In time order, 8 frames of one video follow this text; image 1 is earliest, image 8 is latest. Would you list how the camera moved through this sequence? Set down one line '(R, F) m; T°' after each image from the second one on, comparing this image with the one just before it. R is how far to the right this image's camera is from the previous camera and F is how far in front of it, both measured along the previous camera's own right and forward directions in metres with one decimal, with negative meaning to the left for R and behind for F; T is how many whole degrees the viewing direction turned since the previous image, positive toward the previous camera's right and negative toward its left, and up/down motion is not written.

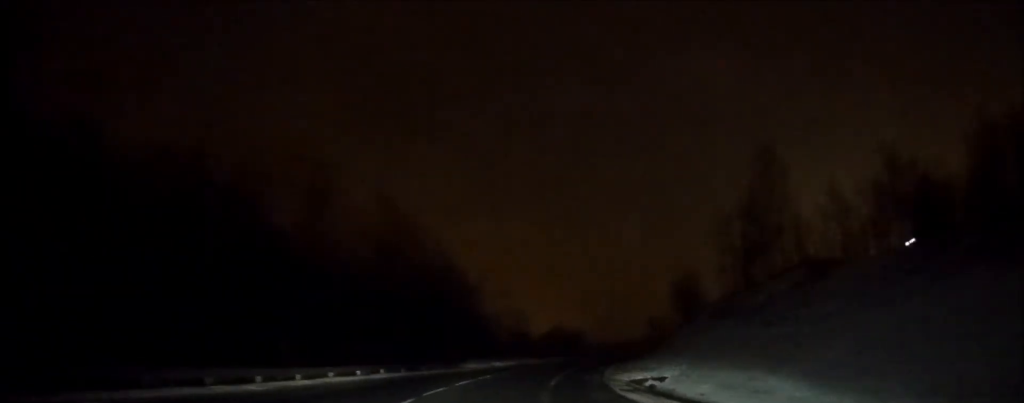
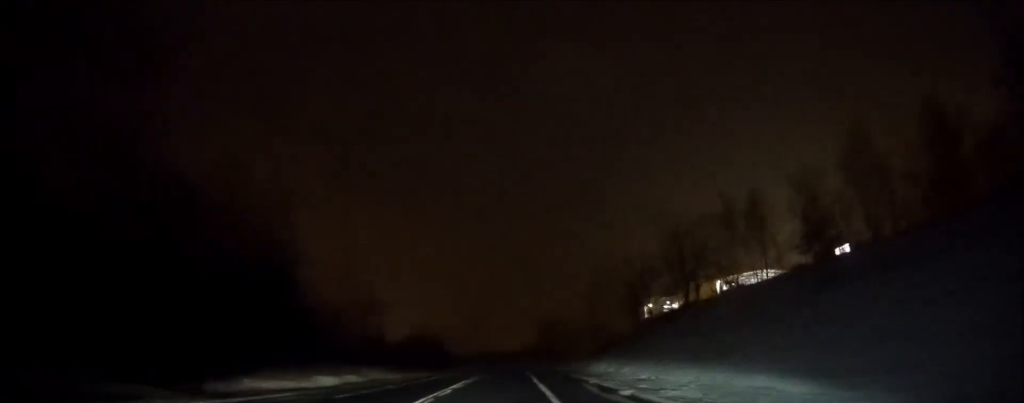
(+3.2, +38.4) m; +10°
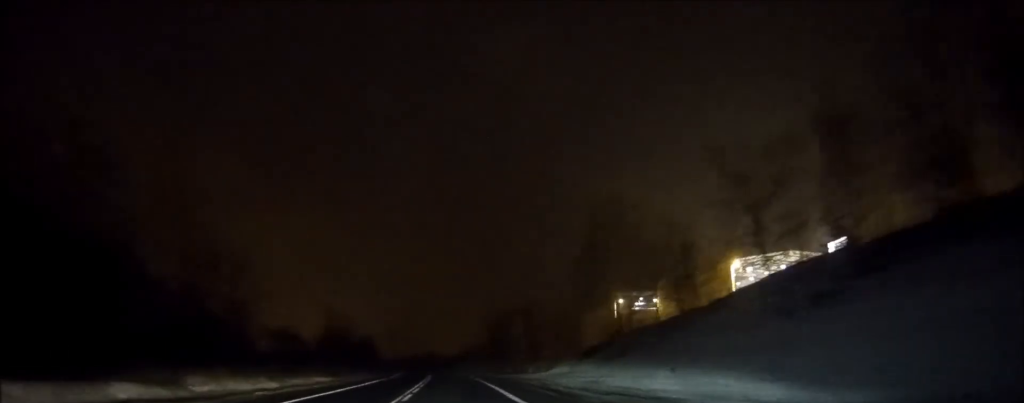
(+2.3, +31.1) m; +7°
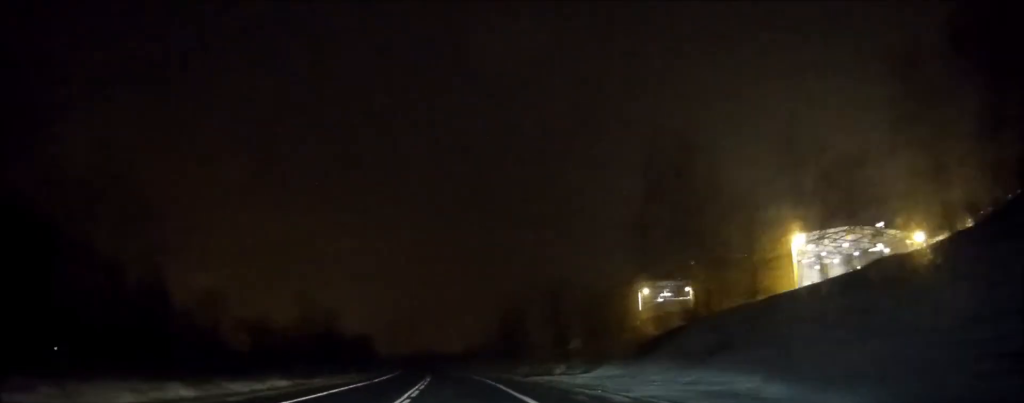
(+0.4, +16.4) m; +1°
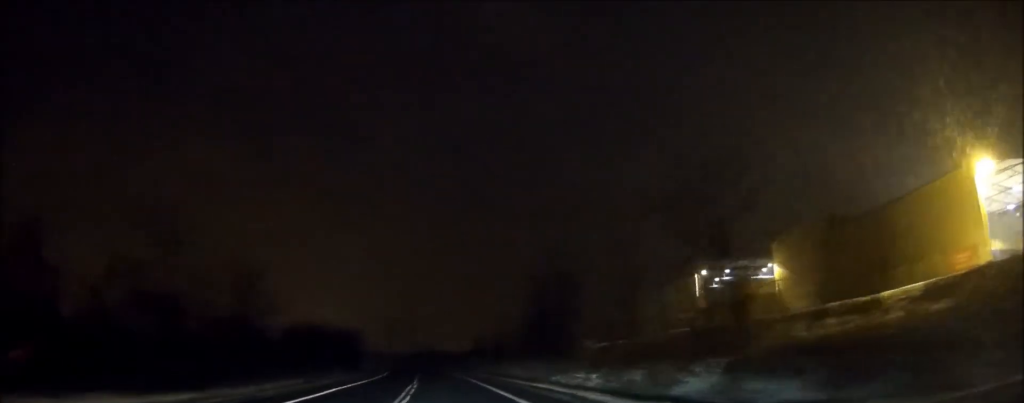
(+0.1, +32.2) m; 0°
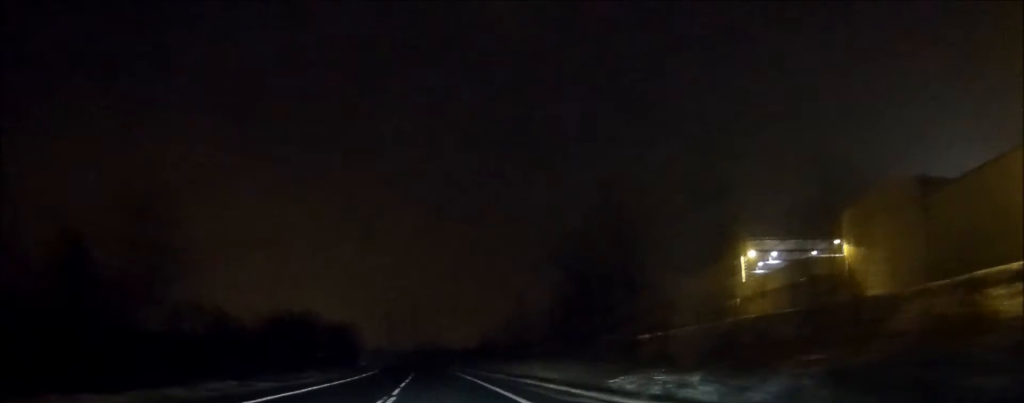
(0.0, +16.5) m; 0°
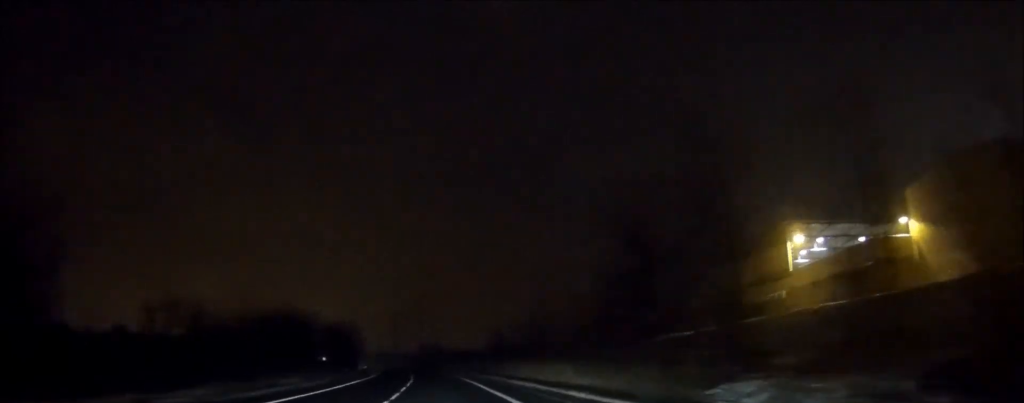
(0.0, +11.9) m; 0°
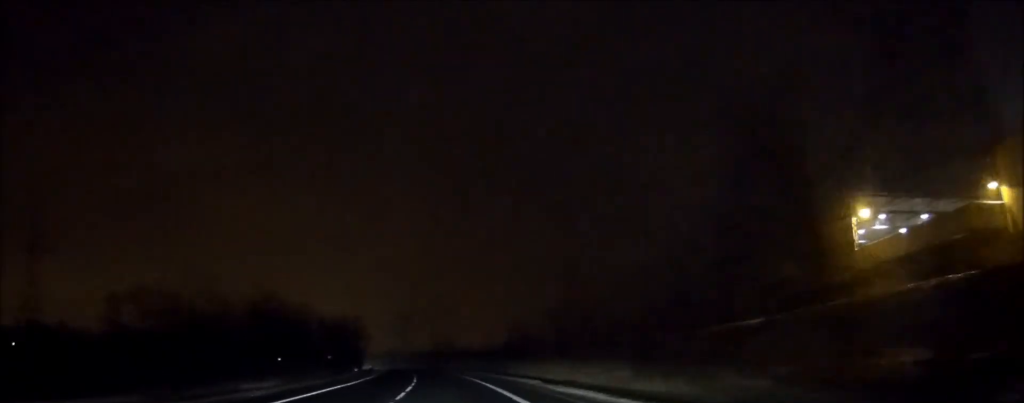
(+0.1, +12.7) m; -1°
